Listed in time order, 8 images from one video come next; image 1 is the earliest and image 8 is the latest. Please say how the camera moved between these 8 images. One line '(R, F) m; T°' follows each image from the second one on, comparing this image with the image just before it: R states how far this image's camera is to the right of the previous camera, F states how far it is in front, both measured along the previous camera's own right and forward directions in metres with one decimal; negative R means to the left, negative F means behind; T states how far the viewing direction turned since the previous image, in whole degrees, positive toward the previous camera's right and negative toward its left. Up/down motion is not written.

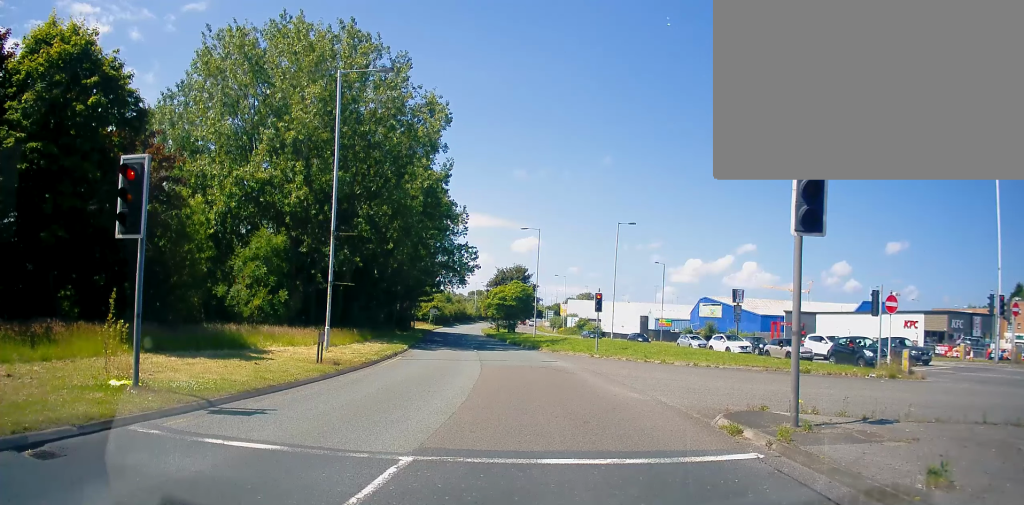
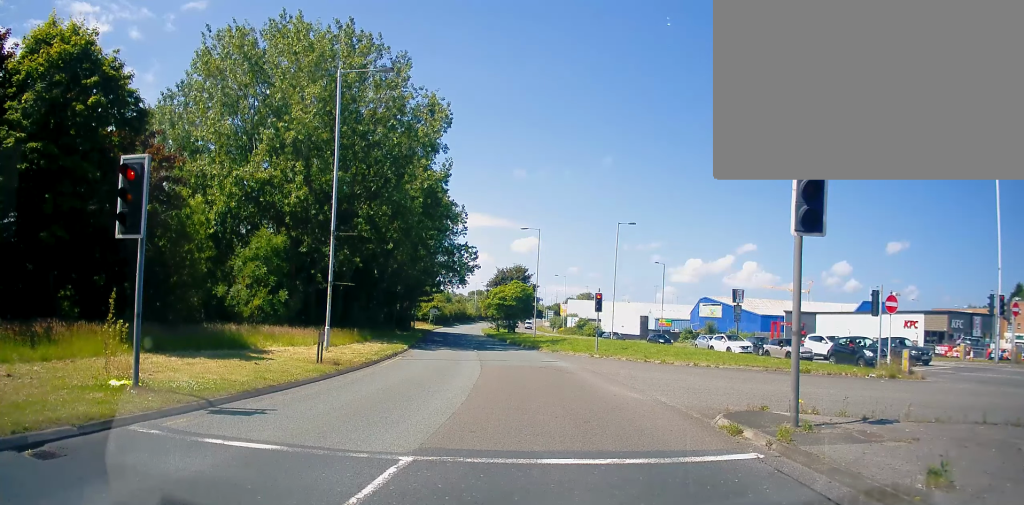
(0.0, 0.0) m; 0°
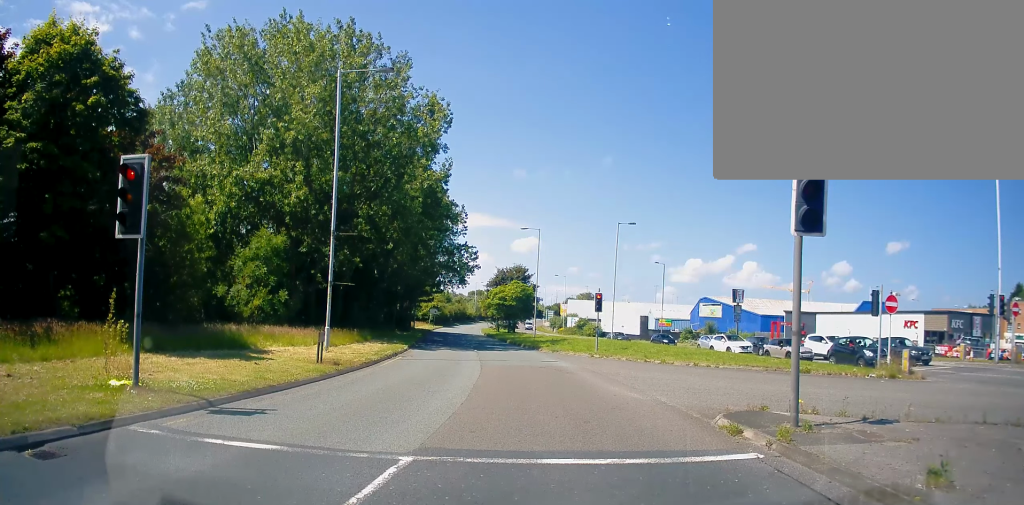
(0.0, 0.0) m; 0°
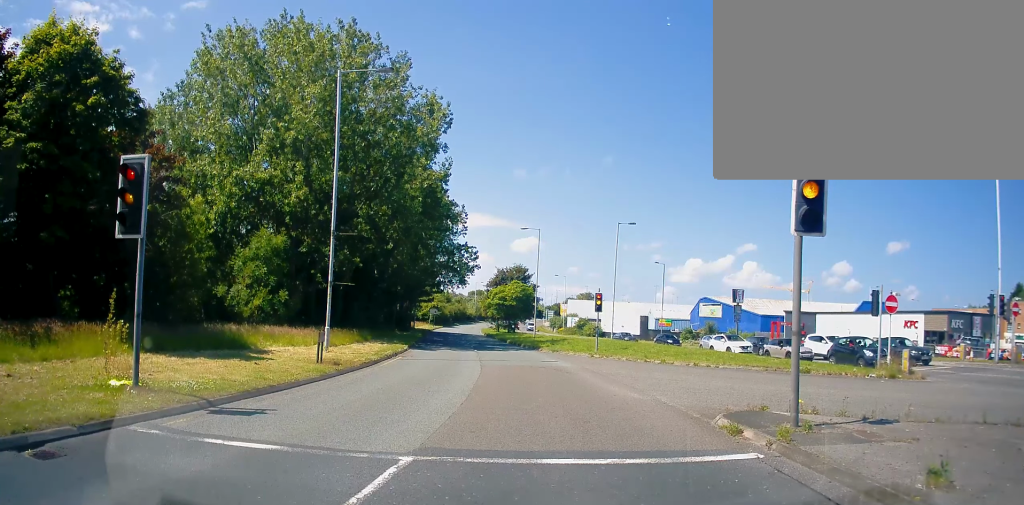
(0.0, 0.0) m; 0°
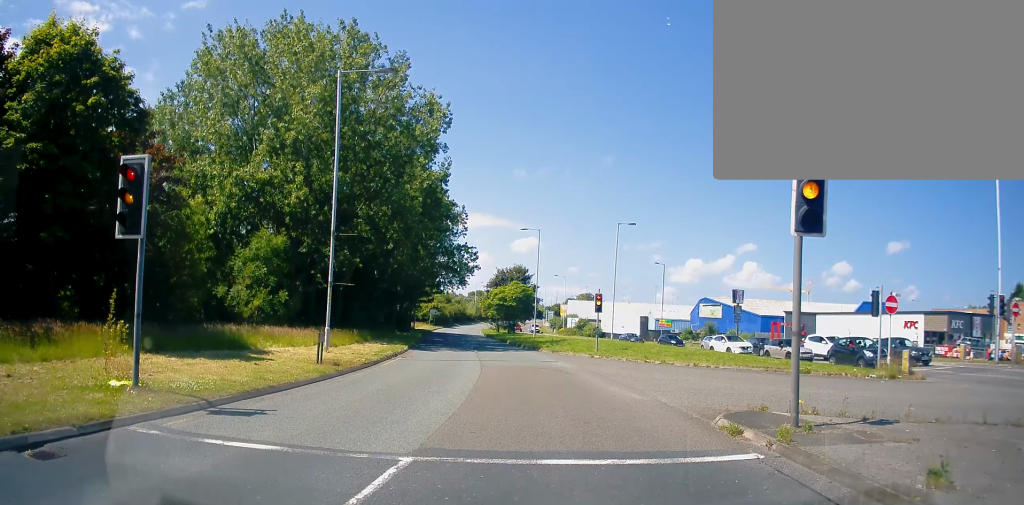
(0.0, 0.0) m; 0°
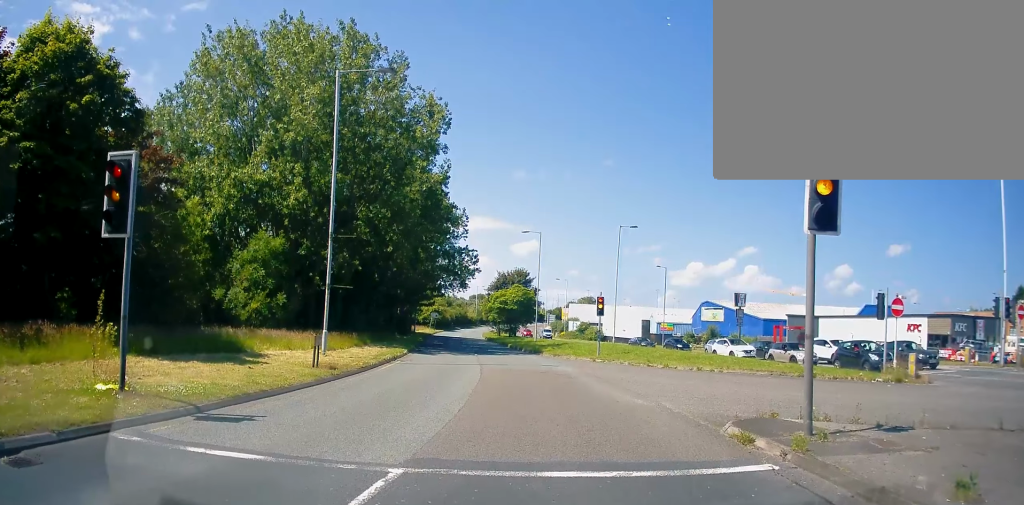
(+0.1, +0.3) m; 0°
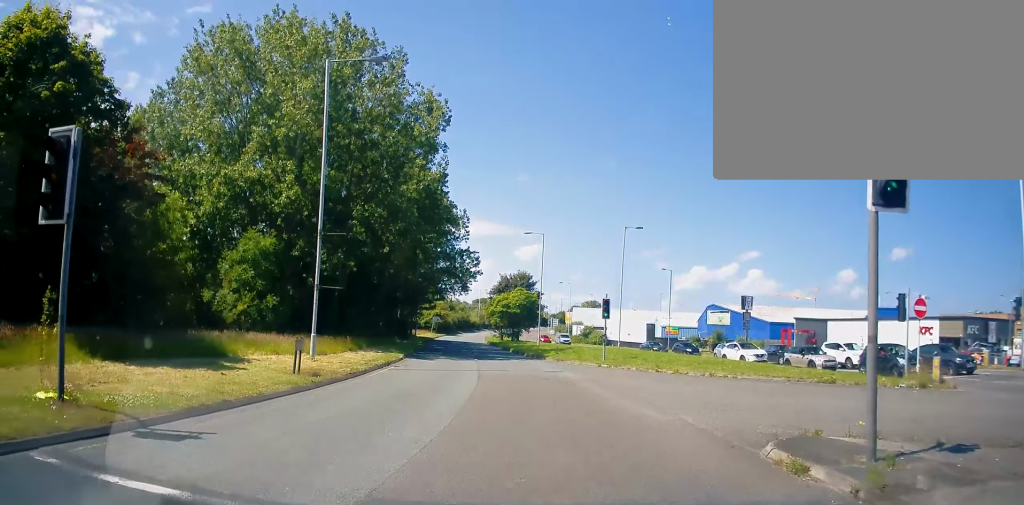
(+0.2, +1.2) m; 0°
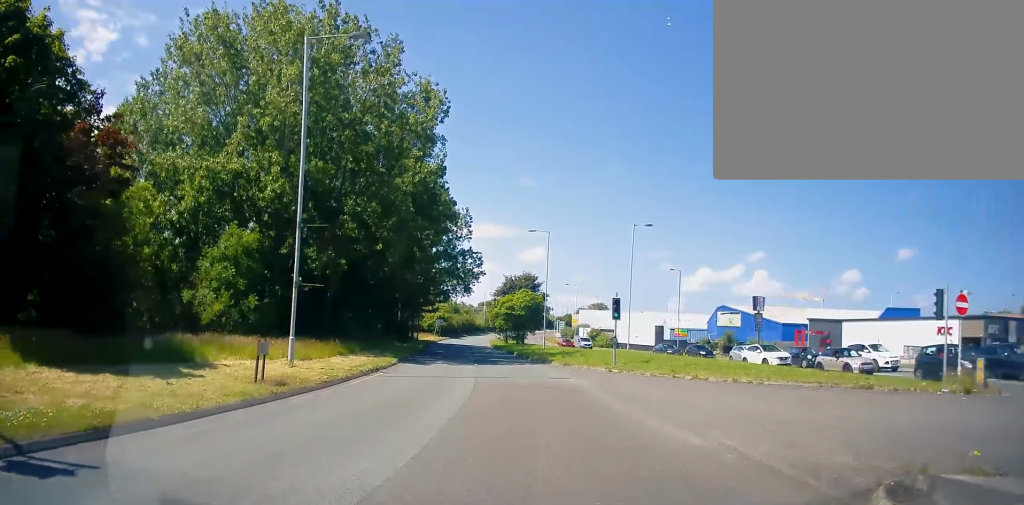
(-0.2, +2.3) m; +5°
